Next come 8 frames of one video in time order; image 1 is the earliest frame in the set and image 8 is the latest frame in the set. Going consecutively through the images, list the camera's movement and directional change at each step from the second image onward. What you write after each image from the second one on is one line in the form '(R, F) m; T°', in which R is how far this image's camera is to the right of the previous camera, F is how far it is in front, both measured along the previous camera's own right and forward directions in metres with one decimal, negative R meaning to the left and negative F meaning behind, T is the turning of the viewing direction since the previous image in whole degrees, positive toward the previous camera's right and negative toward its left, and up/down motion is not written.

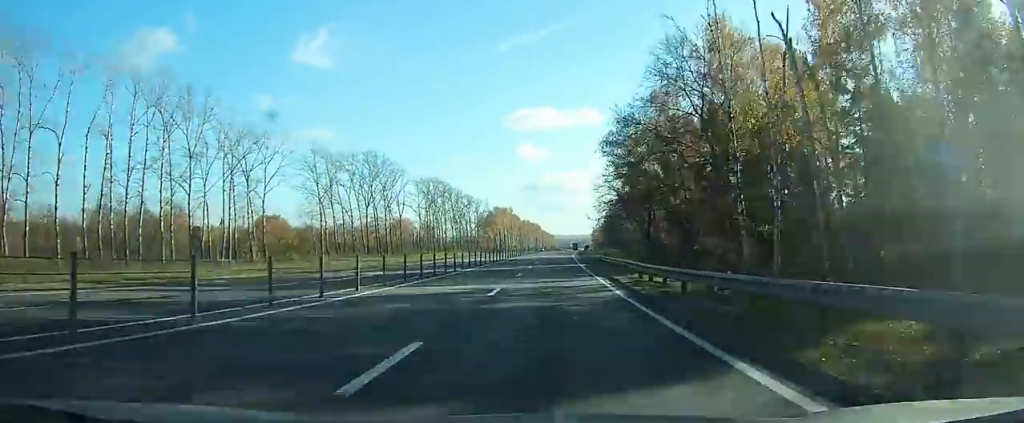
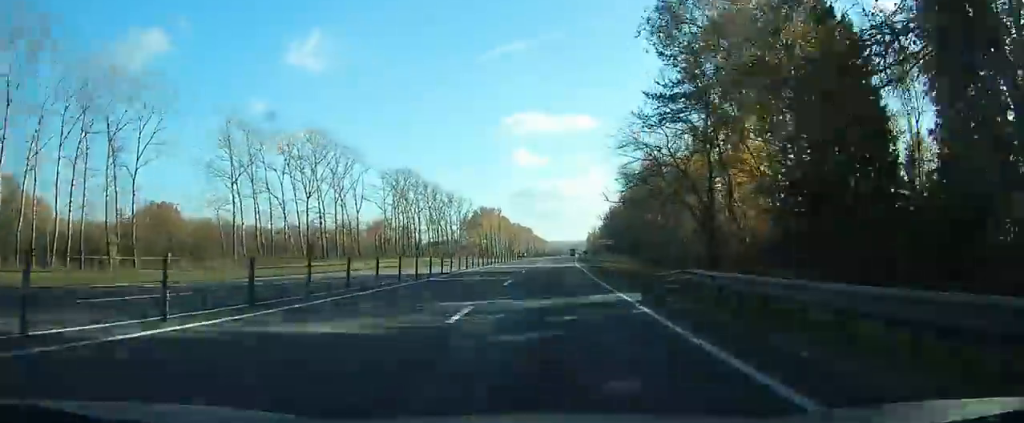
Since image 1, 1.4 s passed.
(+0.3, +30.6) m; +1°
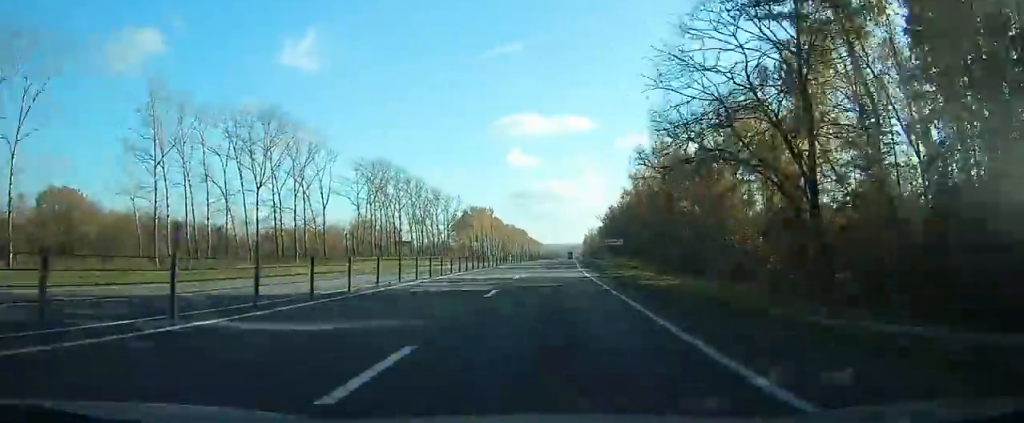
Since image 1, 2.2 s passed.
(0.0, +17.3) m; 0°
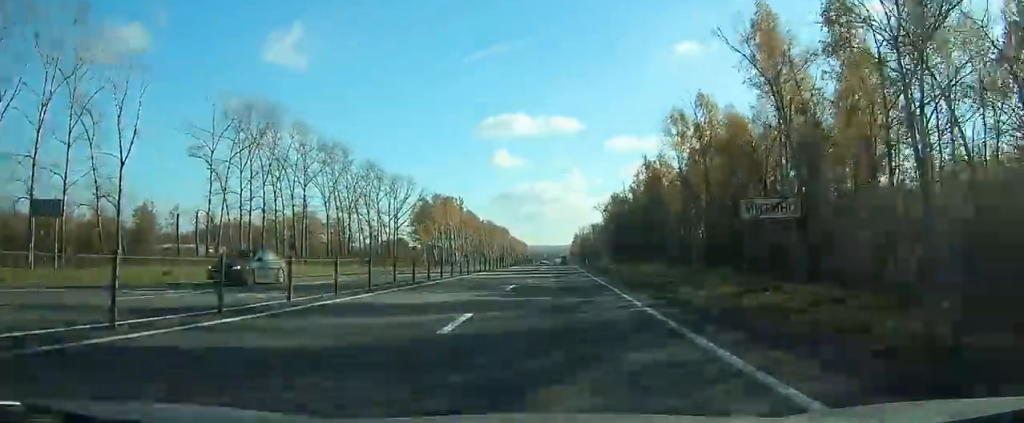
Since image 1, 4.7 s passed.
(+0.7, +53.3) m; +1°
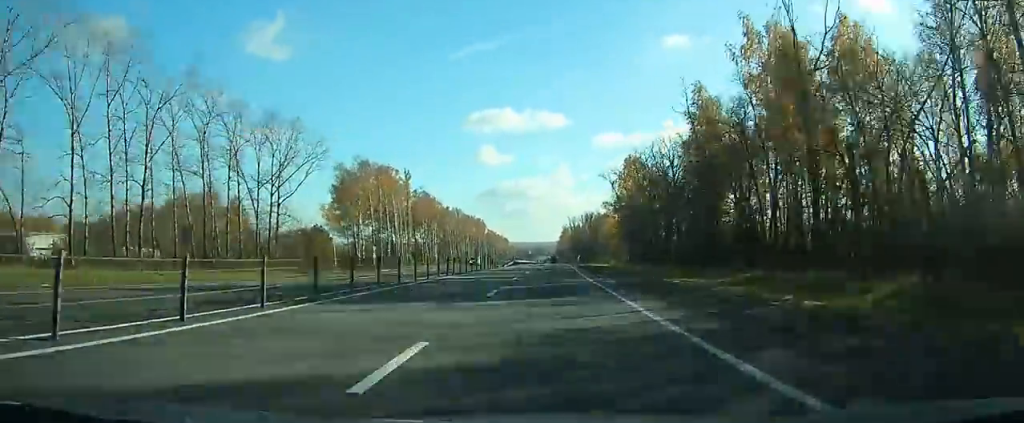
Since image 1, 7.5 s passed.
(+0.9, +66.0) m; +1°
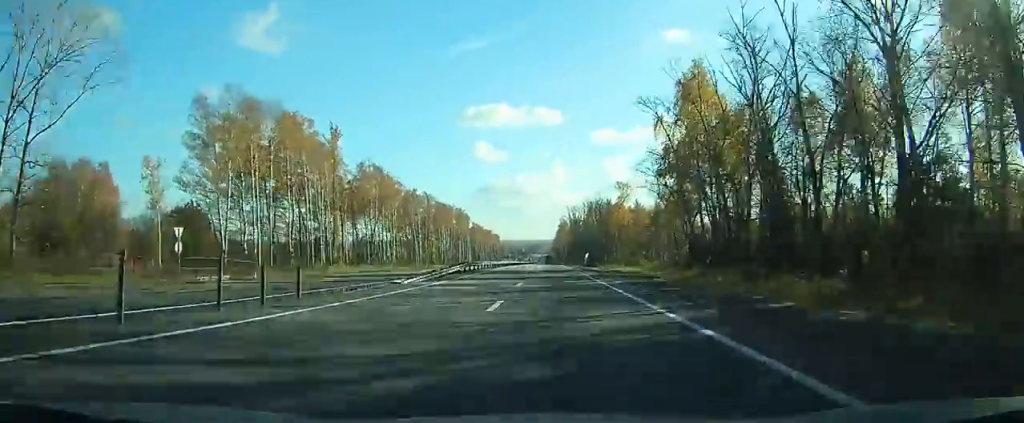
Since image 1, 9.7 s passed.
(+0.5, +57.6) m; +1°
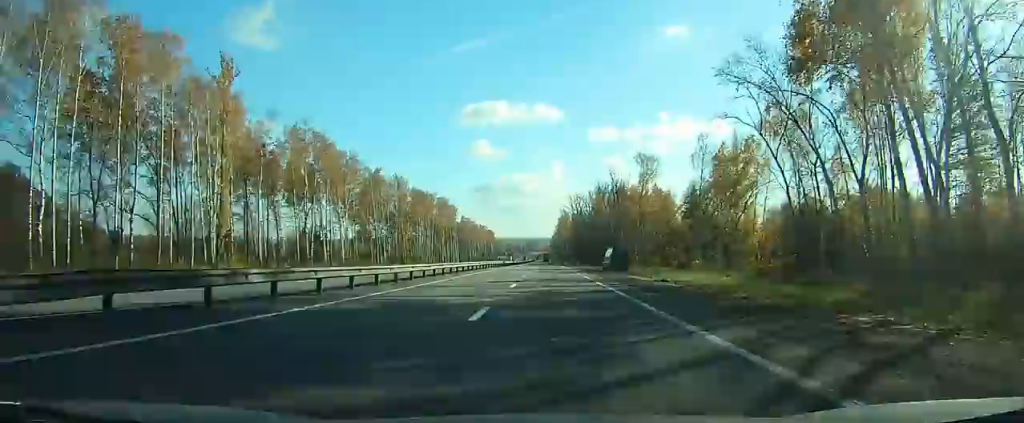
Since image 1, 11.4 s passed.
(+0.2, +40.2) m; 0°
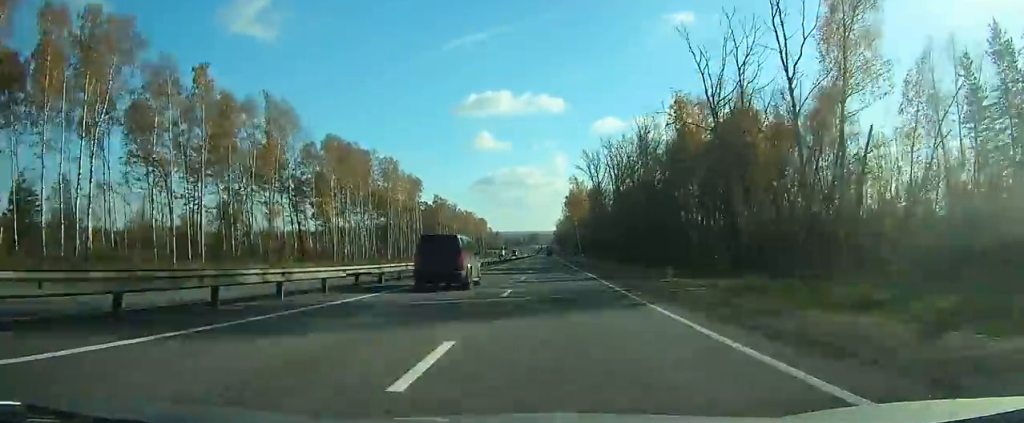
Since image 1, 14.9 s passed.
(0.0, +74.5) m; 0°
